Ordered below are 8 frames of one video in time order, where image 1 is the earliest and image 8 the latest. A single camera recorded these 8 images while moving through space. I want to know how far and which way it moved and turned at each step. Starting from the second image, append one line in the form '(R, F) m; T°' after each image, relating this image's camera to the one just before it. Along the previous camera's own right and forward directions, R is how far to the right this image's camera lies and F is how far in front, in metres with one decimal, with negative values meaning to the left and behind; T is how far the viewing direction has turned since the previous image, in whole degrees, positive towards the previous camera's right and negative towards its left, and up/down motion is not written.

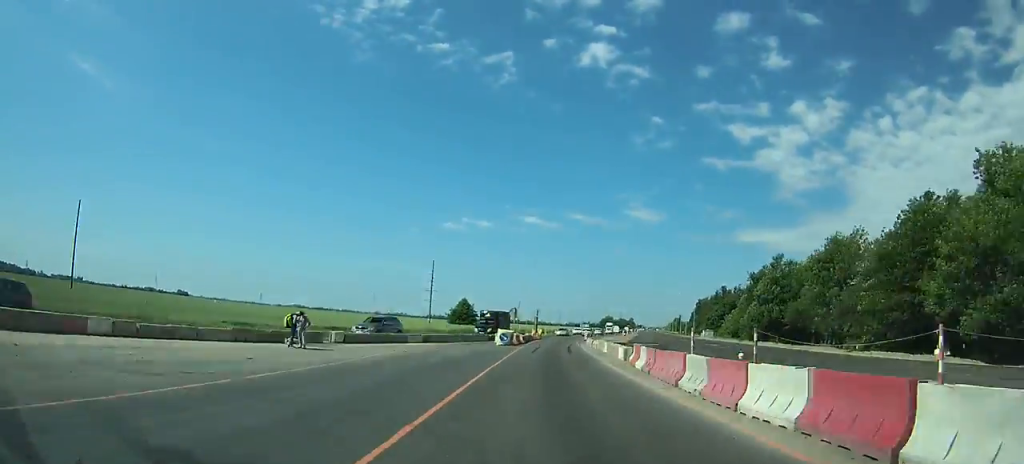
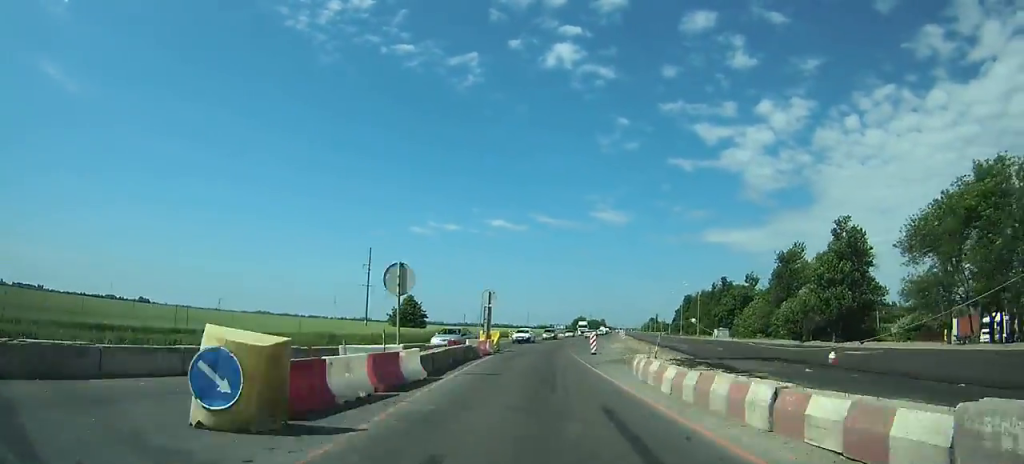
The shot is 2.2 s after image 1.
(+0.1, +35.8) m; +2°
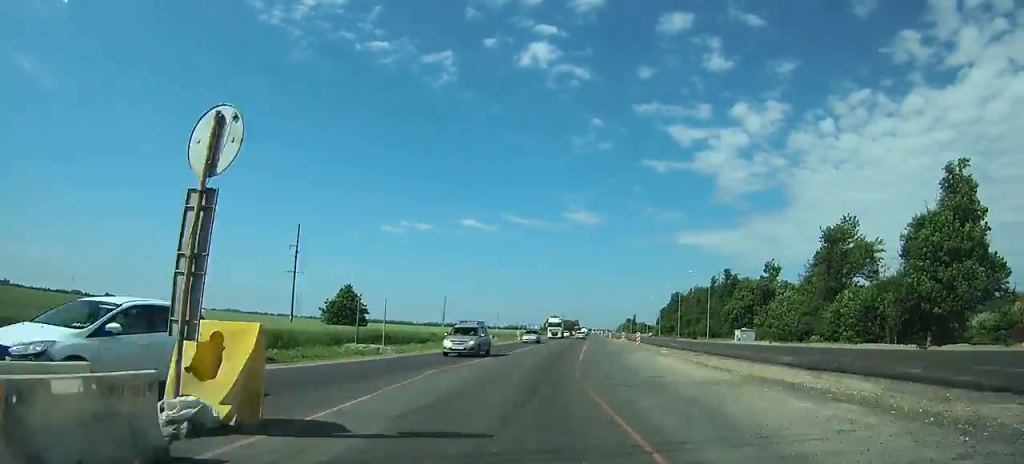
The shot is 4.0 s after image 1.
(+0.2, +29.2) m; +2°
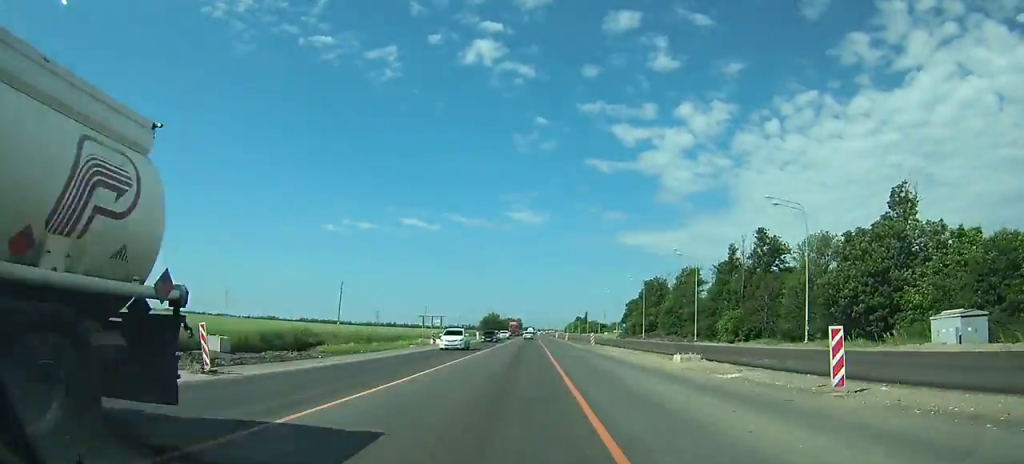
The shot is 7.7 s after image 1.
(+3.1, +61.1) m; +4°
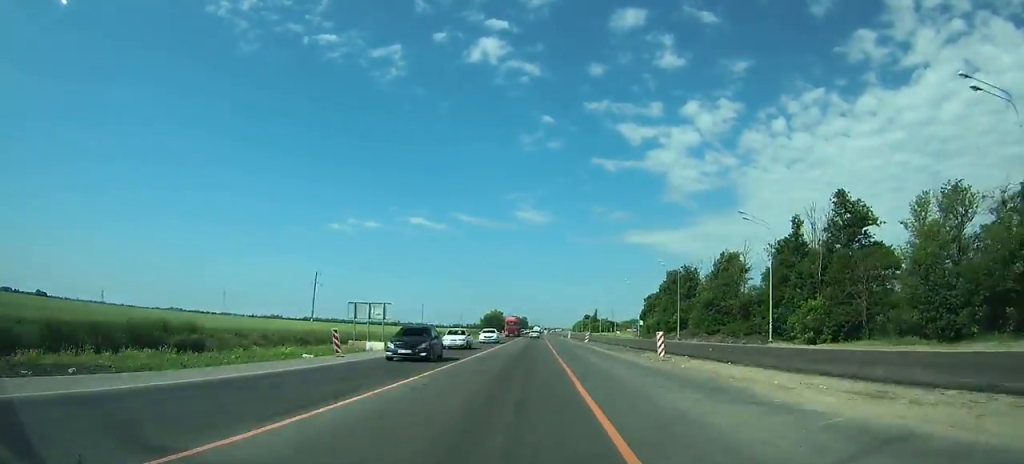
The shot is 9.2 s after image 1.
(+0.3, +25.5) m; 0°
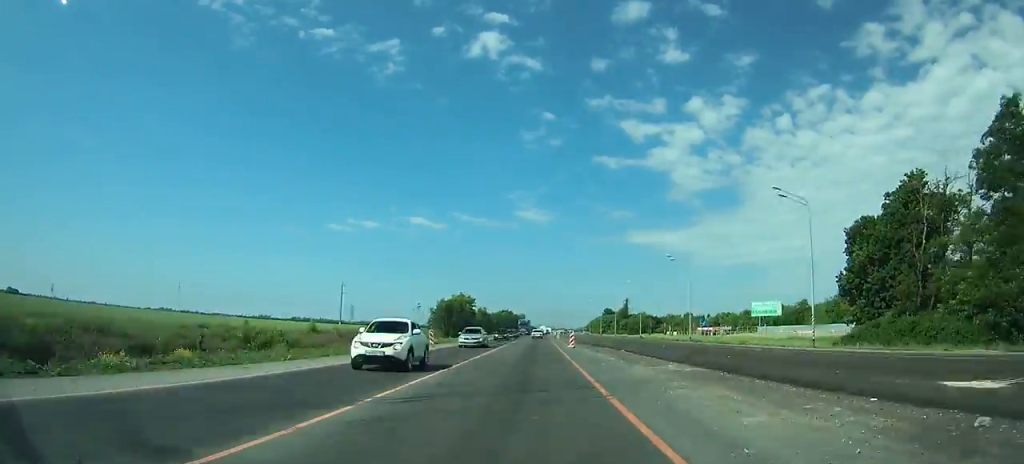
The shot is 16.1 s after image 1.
(0.0, +130.7) m; 0°
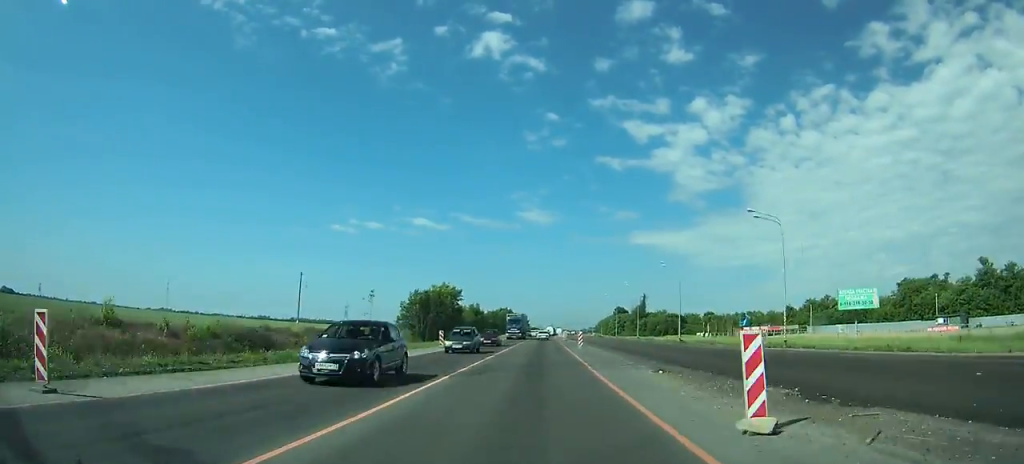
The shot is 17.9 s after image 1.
(-0.3, +33.9) m; 0°
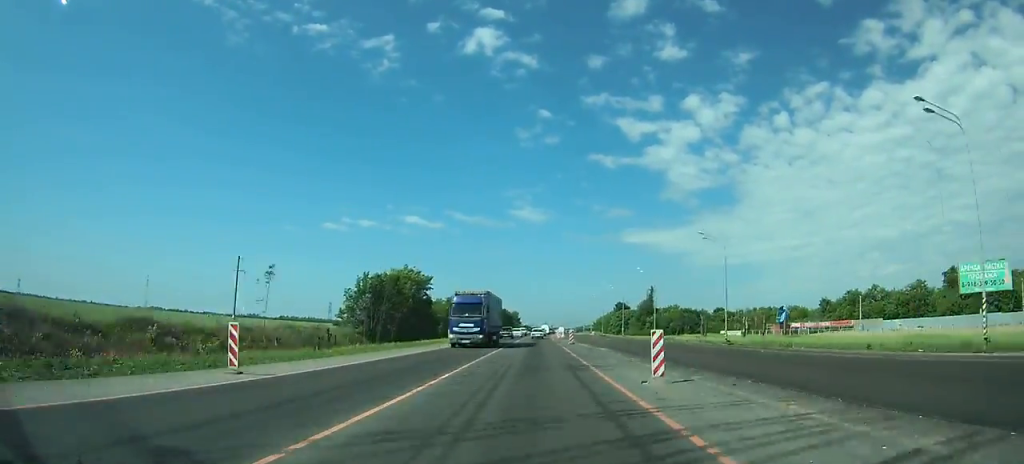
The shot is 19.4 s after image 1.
(+0.1, +27.0) m; 0°
